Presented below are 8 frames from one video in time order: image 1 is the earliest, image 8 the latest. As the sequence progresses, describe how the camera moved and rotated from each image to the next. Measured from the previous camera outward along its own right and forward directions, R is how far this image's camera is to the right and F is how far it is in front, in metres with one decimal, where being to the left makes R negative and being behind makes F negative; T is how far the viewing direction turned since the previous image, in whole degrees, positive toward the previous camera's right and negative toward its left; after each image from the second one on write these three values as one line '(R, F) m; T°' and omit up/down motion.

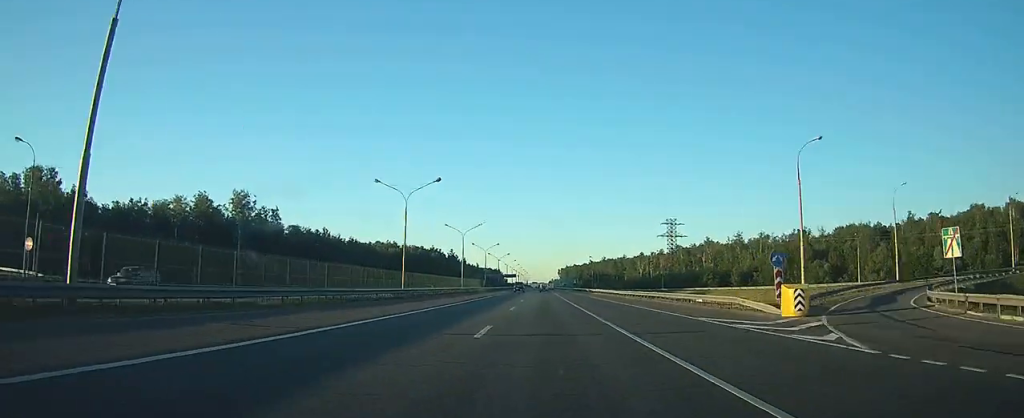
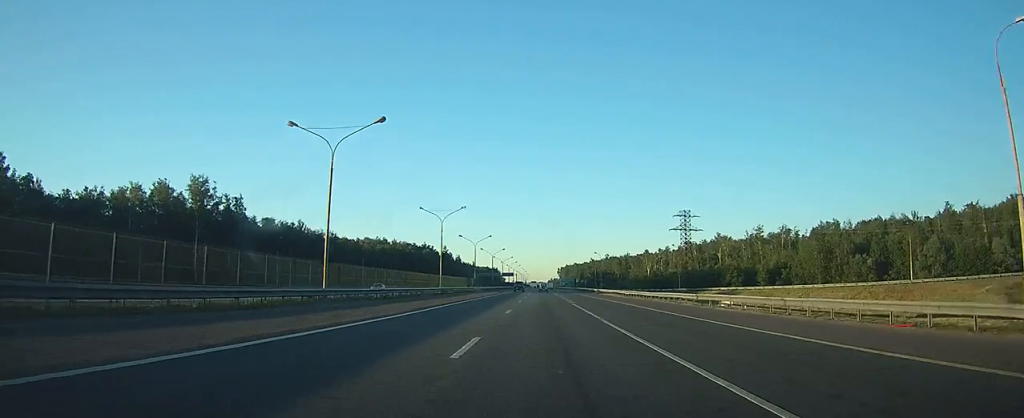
(0.0, +19.8) m; 0°
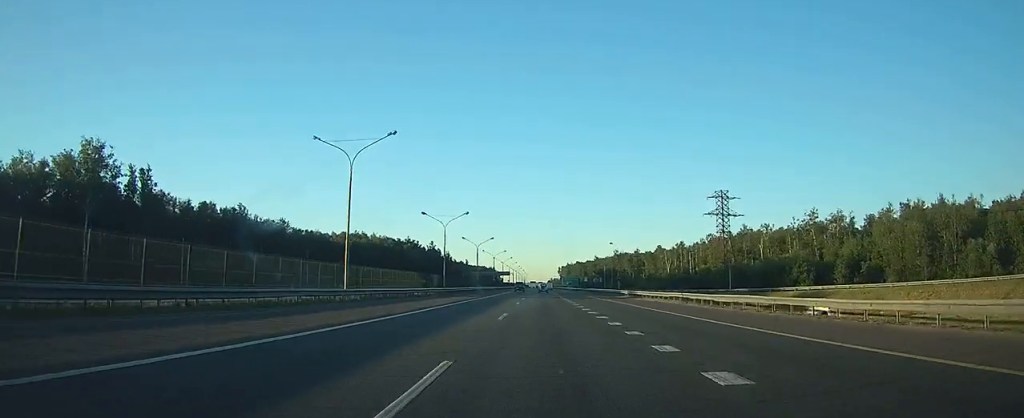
(0.0, +36.5) m; 0°
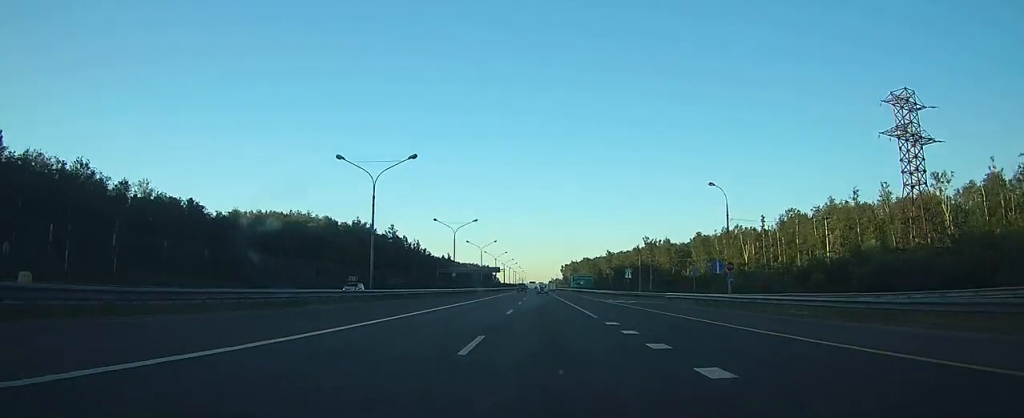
(+0.2, +74.9) m; 0°
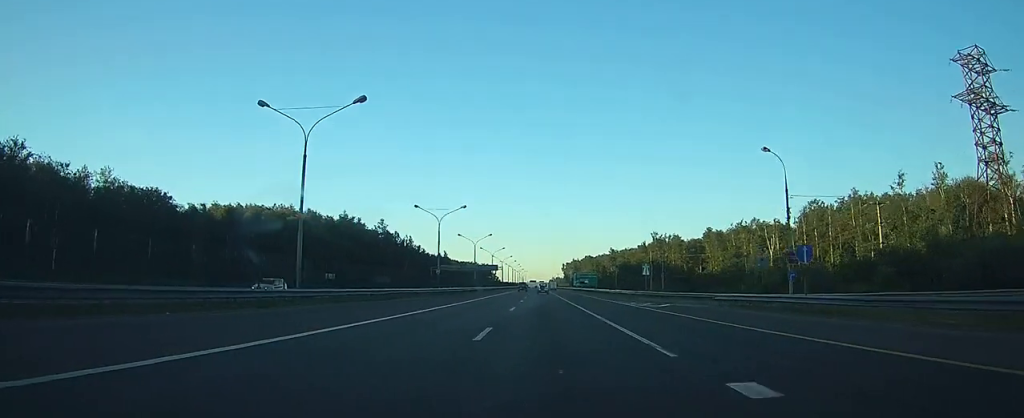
(0.0, +13.5) m; 0°
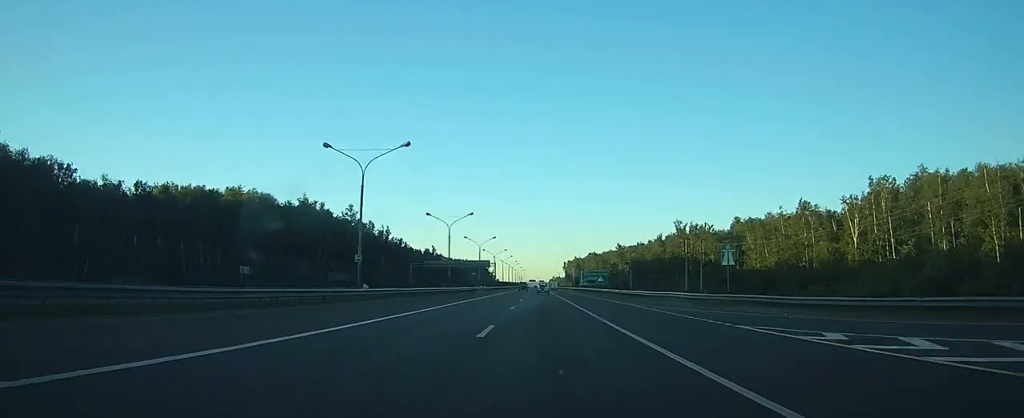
(0.0, +31.2) m; 0°
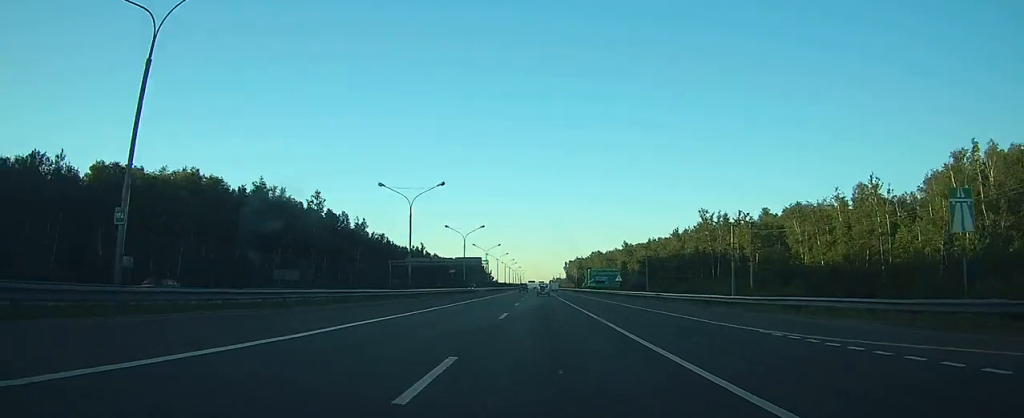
(-0.1, +23.9) m; 0°
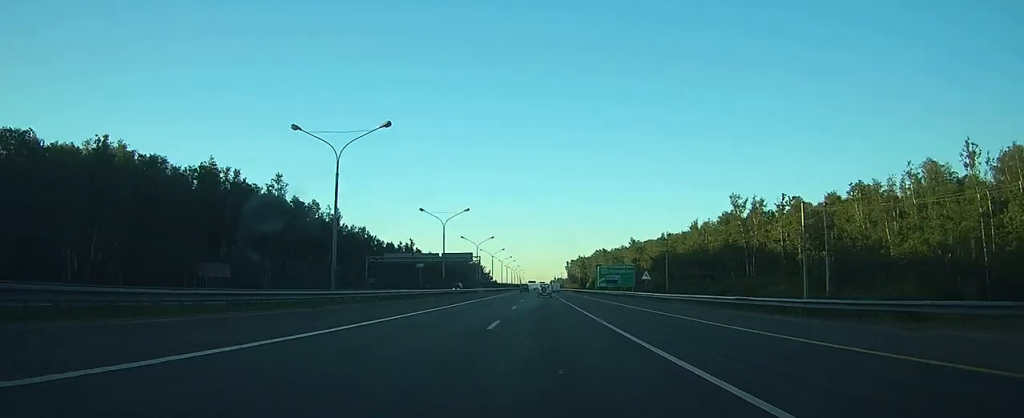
(+0.1, +20.7) m; 0°
